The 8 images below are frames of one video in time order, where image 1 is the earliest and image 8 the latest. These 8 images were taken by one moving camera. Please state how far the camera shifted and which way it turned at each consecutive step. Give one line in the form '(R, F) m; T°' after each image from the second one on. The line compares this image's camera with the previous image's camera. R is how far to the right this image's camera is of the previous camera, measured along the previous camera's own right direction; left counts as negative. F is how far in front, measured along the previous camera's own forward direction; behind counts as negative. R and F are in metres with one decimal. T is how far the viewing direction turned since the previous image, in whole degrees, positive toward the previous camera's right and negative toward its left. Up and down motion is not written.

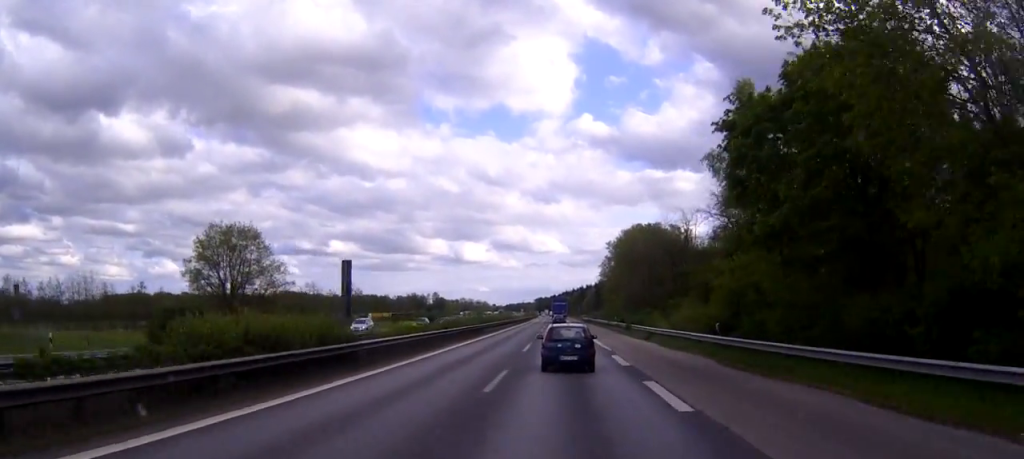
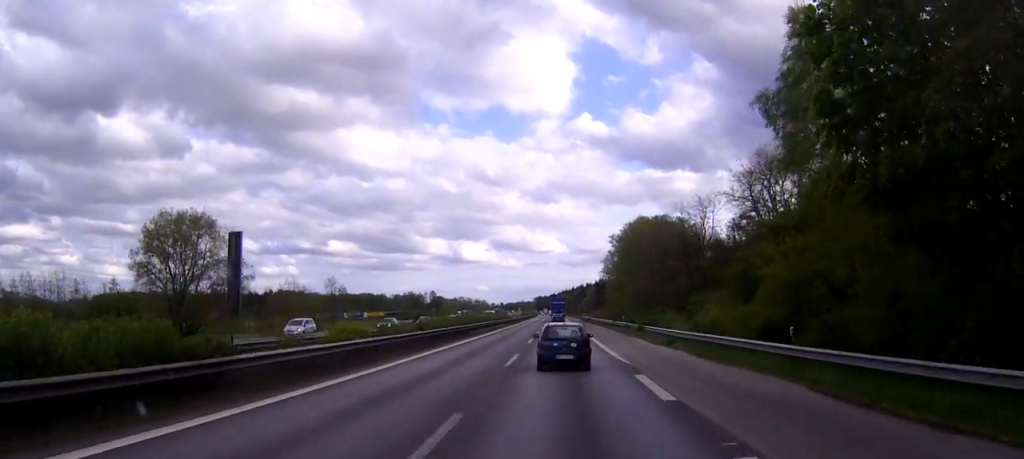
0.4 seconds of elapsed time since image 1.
(0.0, +10.4) m; 0°
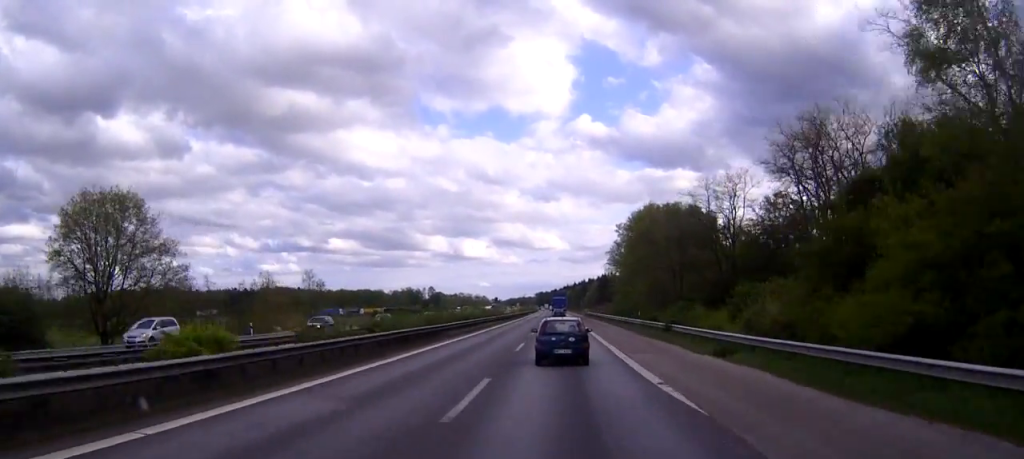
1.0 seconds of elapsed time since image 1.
(0.0, +12.8) m; 0°
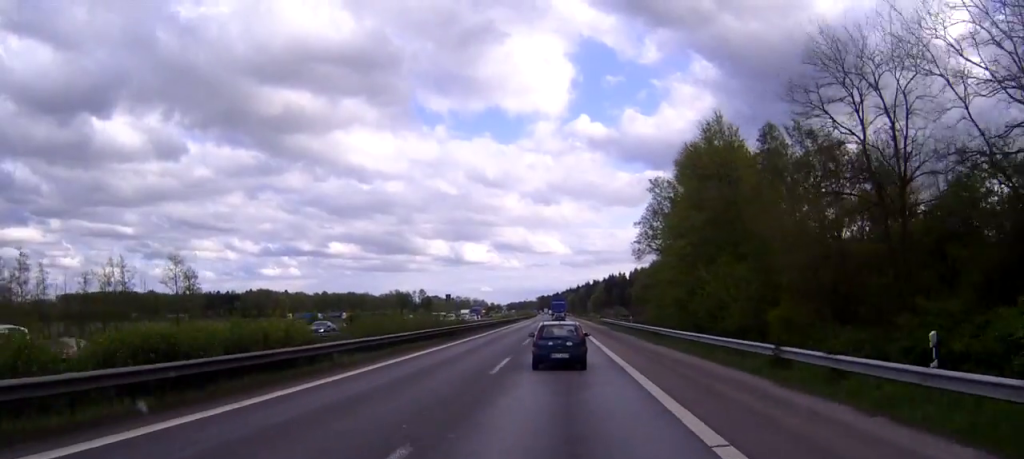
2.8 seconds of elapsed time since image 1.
(-0.1, +44.8) m; 0°
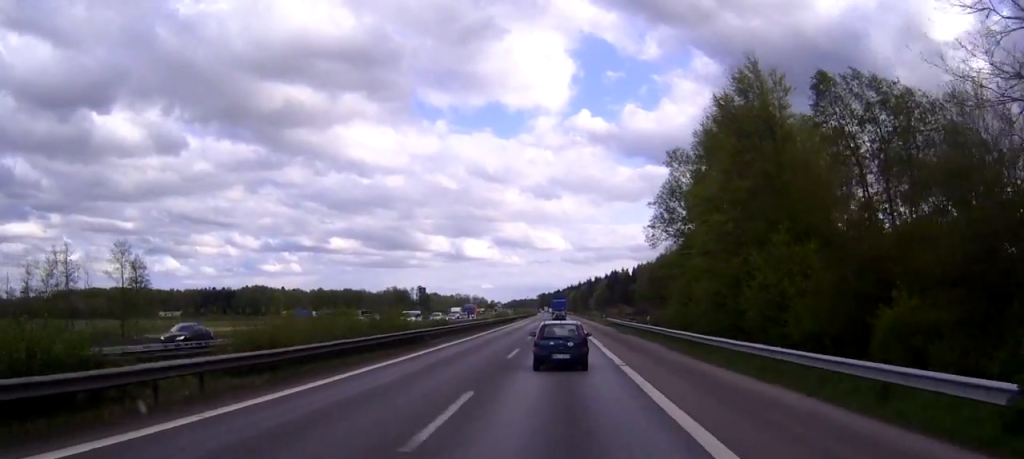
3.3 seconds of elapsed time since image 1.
(0.0, +11.2) m; 0°
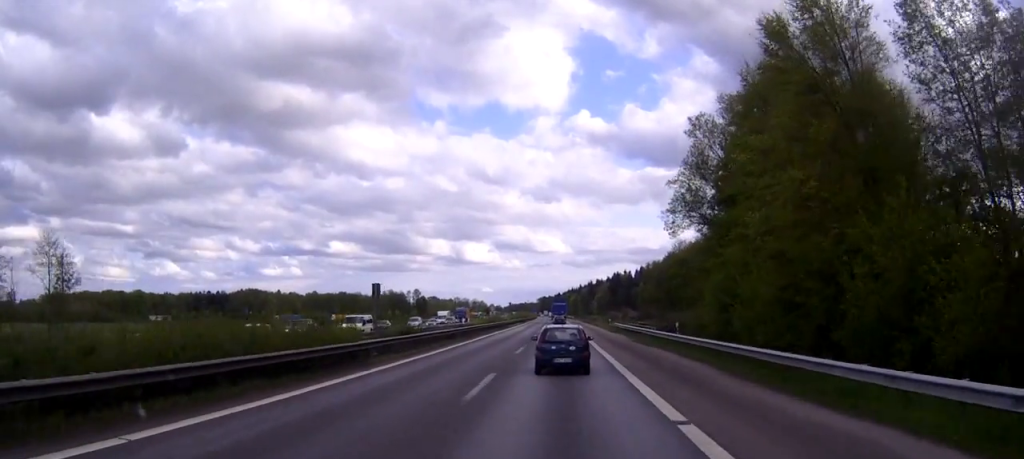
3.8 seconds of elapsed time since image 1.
(0.0, +12.0) m; 0°
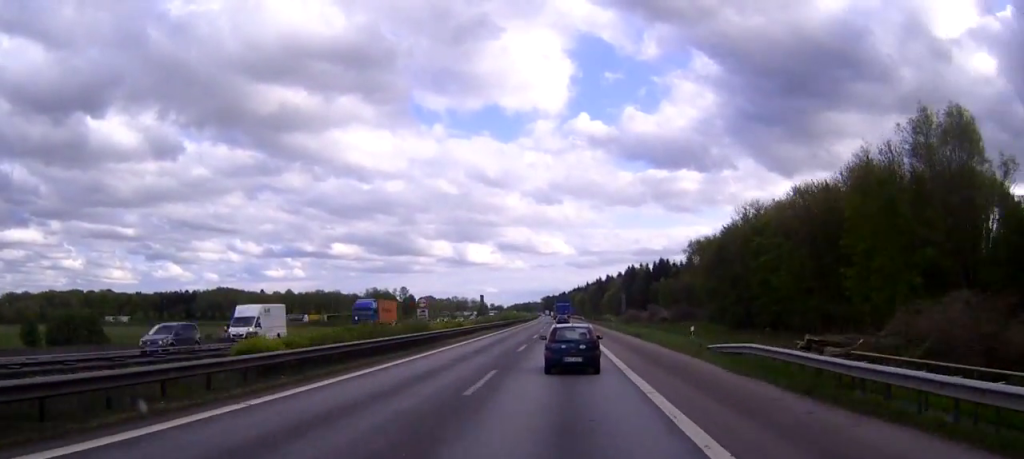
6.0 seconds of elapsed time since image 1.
(0.0, +53.6) m; 0°
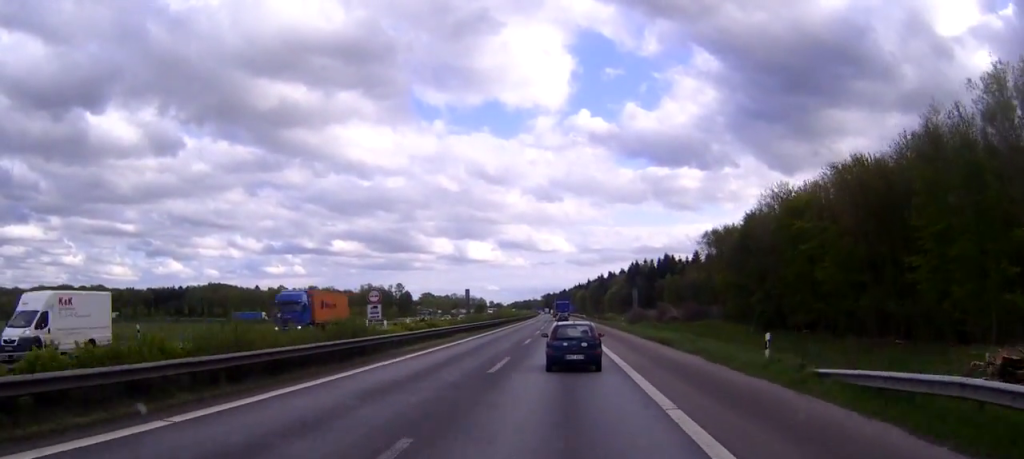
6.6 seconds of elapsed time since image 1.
(0.0, +12.8) m; 0°
